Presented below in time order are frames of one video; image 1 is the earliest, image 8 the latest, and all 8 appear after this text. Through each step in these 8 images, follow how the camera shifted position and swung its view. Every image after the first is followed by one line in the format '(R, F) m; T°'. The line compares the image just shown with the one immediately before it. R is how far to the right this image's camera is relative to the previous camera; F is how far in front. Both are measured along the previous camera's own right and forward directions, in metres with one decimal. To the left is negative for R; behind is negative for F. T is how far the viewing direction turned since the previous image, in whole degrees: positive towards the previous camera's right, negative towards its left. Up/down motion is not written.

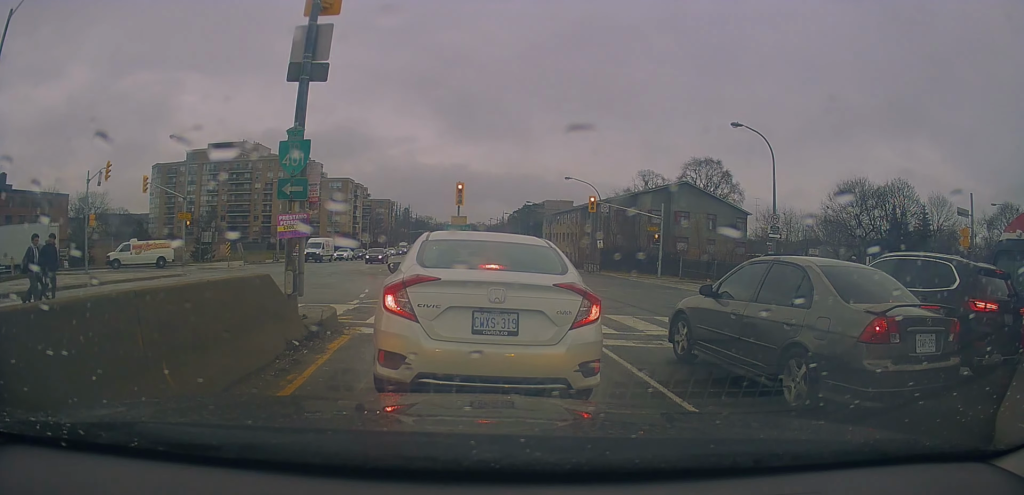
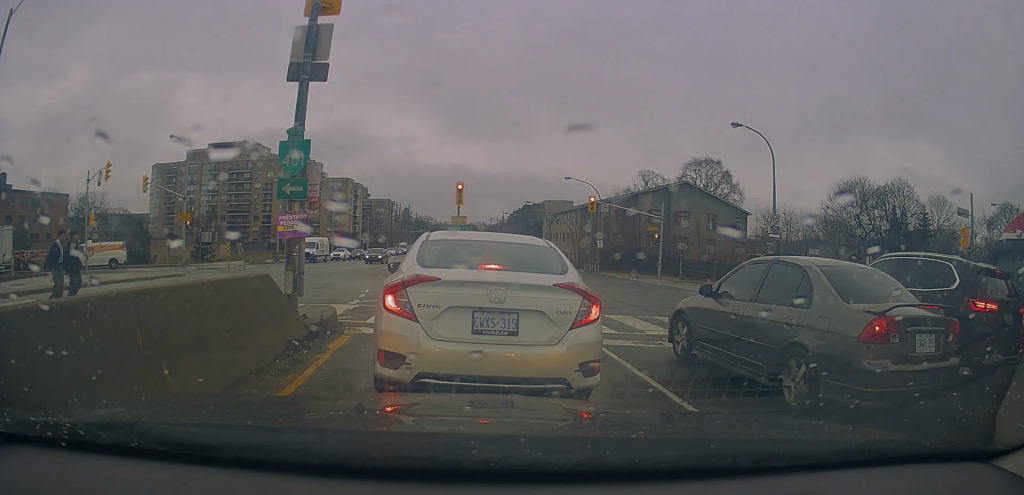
(0.0, 0.0) m; 0°
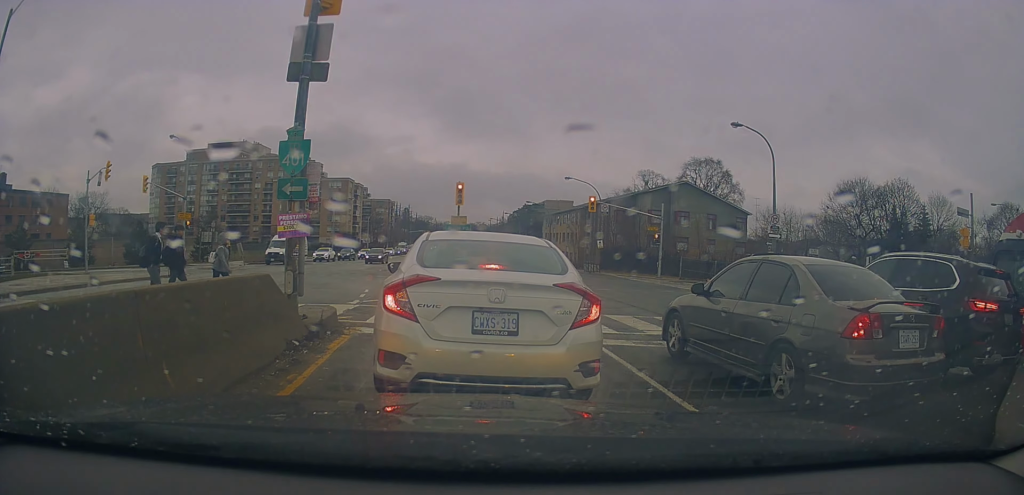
(0.0, 0.0) m; 0°
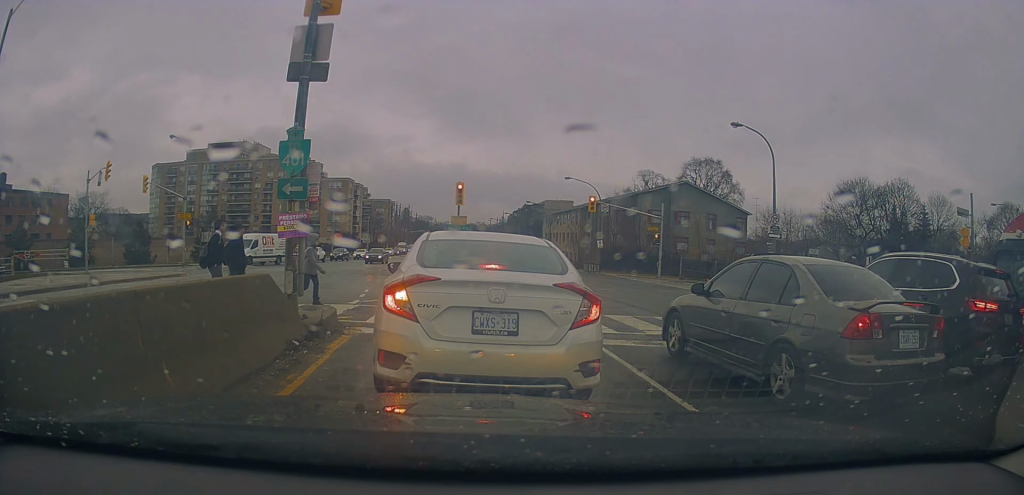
(0.0, 0.0) m; 0°
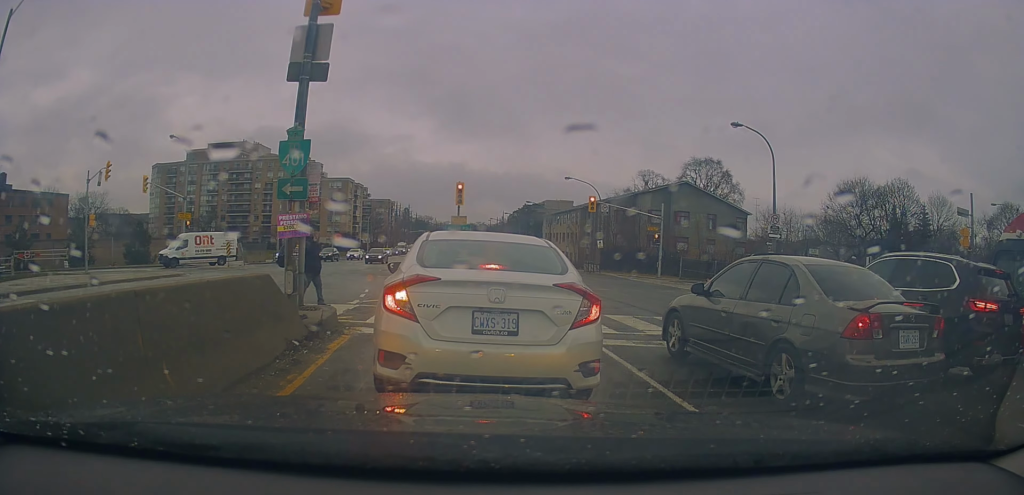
(0.0, 0.0) m; 0°
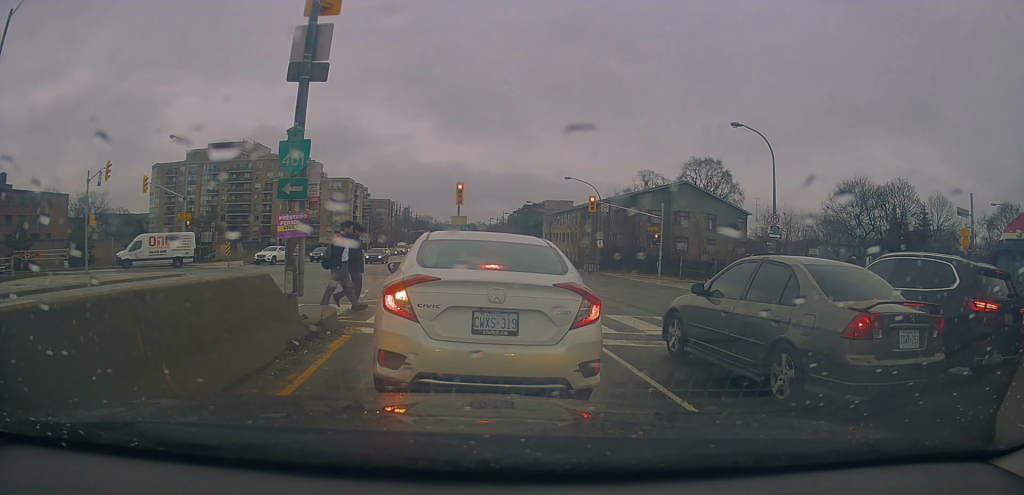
(0.0, 0.0) m; 0°
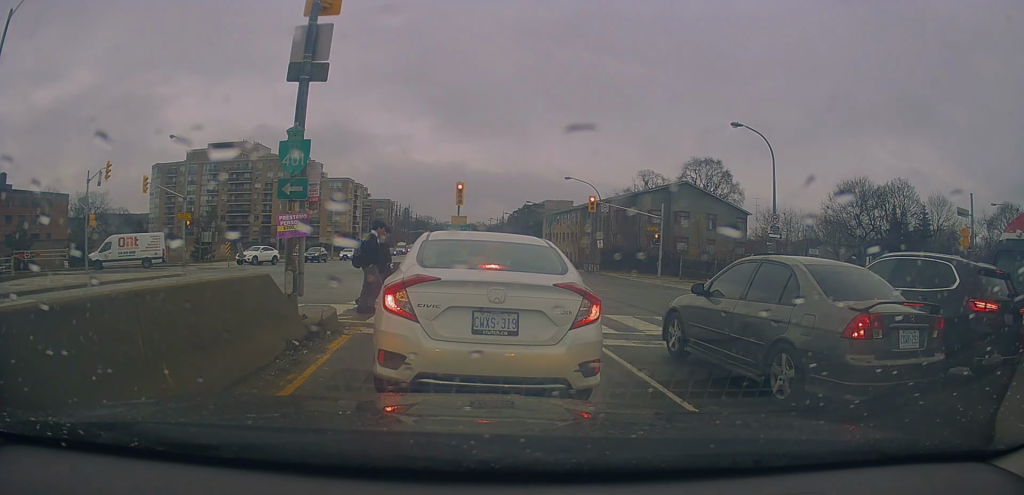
(0.0, 0.0) m; 0°
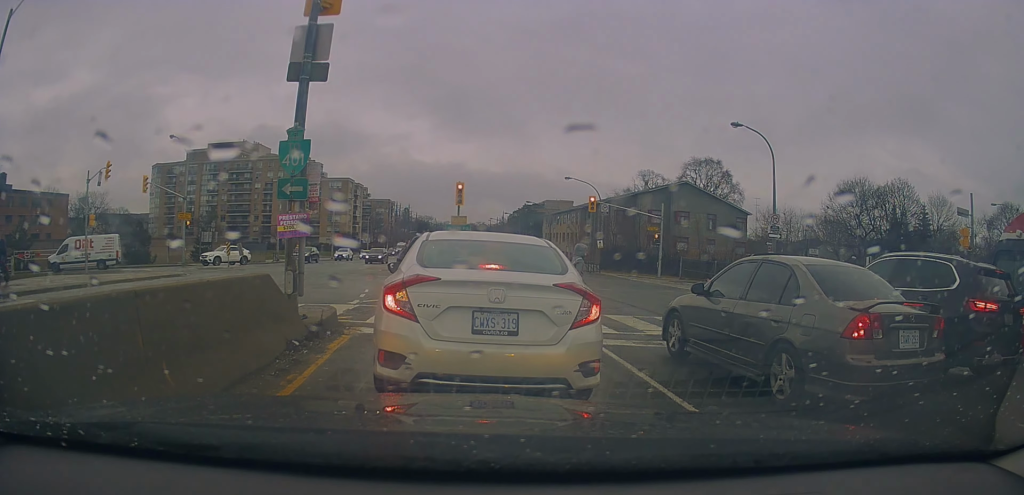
(0.0, 0.0) m; 0°
